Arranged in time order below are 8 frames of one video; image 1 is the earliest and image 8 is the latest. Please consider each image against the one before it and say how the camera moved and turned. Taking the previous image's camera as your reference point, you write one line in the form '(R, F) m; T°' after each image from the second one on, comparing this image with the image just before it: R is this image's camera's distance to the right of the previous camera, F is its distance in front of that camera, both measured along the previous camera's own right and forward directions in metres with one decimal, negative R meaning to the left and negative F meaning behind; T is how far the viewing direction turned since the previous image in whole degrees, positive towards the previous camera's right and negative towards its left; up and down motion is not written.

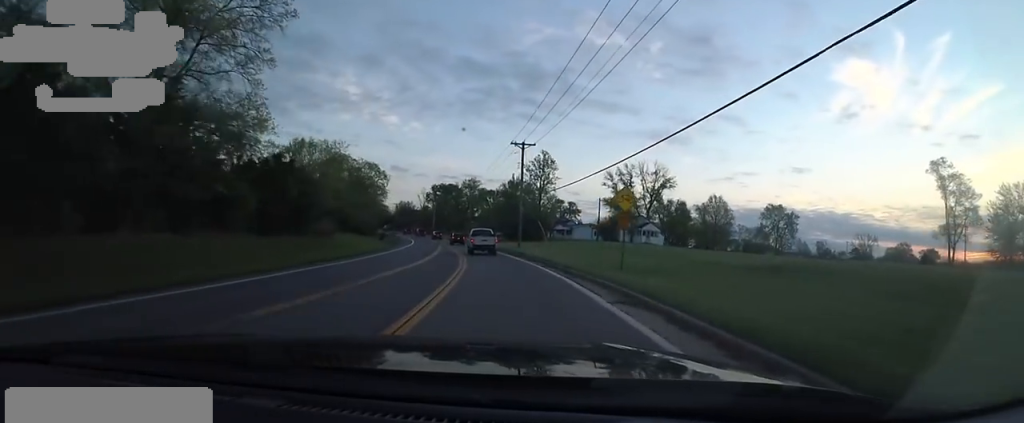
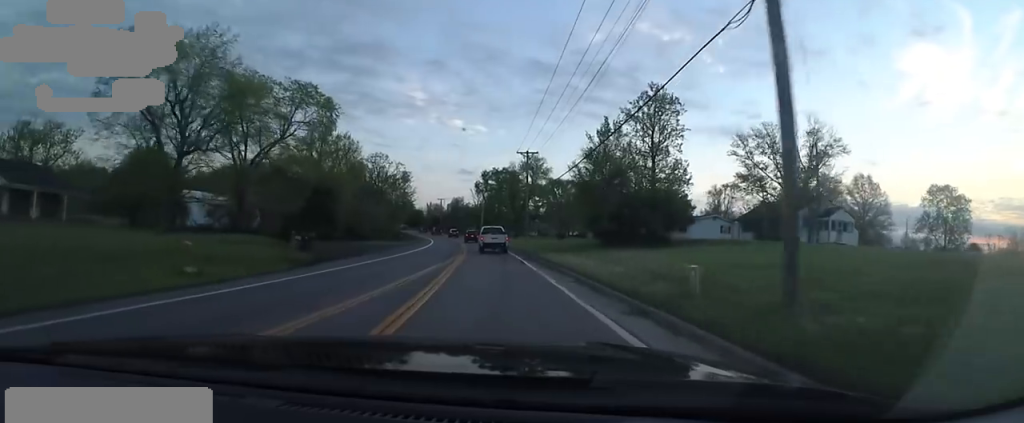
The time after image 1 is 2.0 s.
(-1.9, +37.9) m; -6°
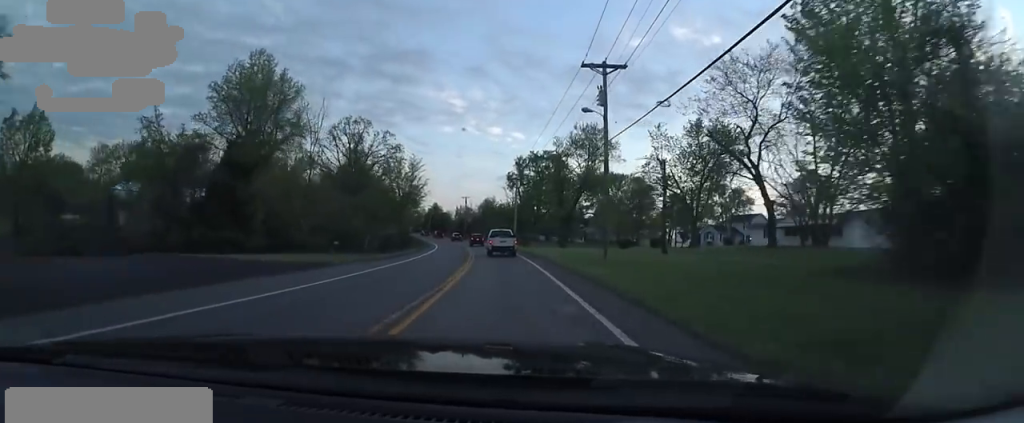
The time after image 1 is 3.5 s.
(-1.6, +27.8) m; -5°
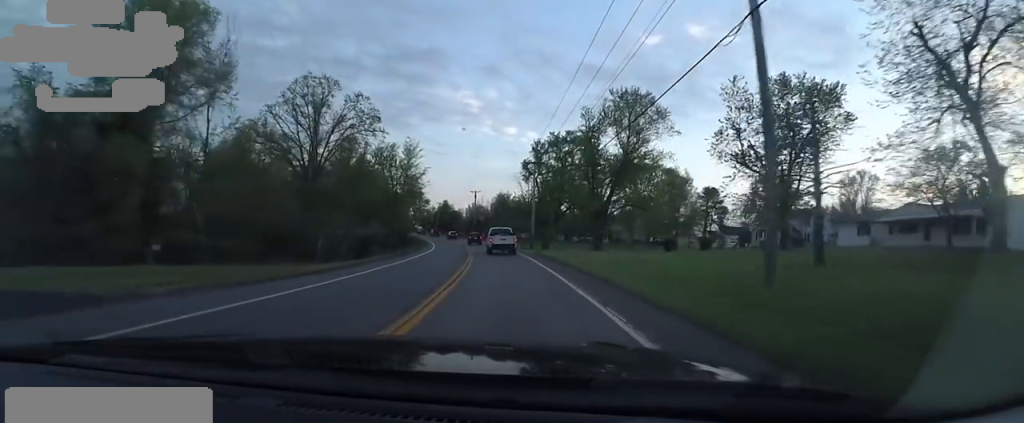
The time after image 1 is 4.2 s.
(0.0, +14.2) m; 0°
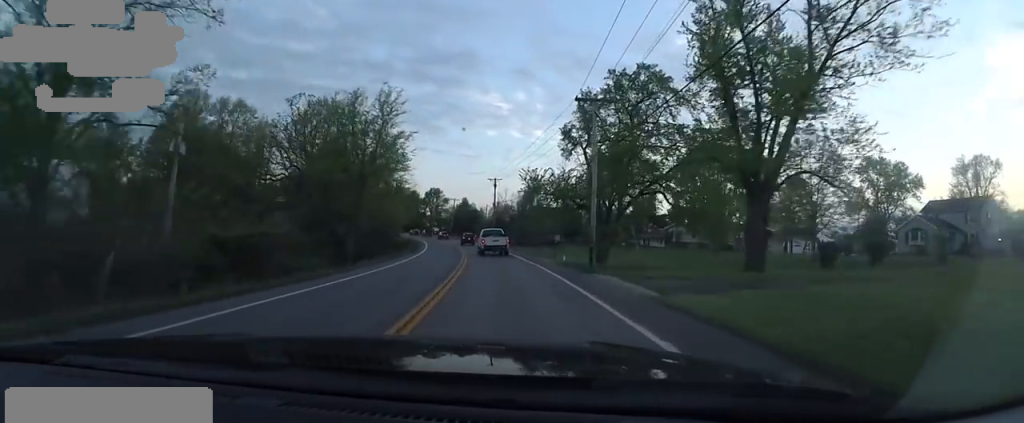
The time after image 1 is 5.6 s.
(-0.6, +26.7) m; -5°
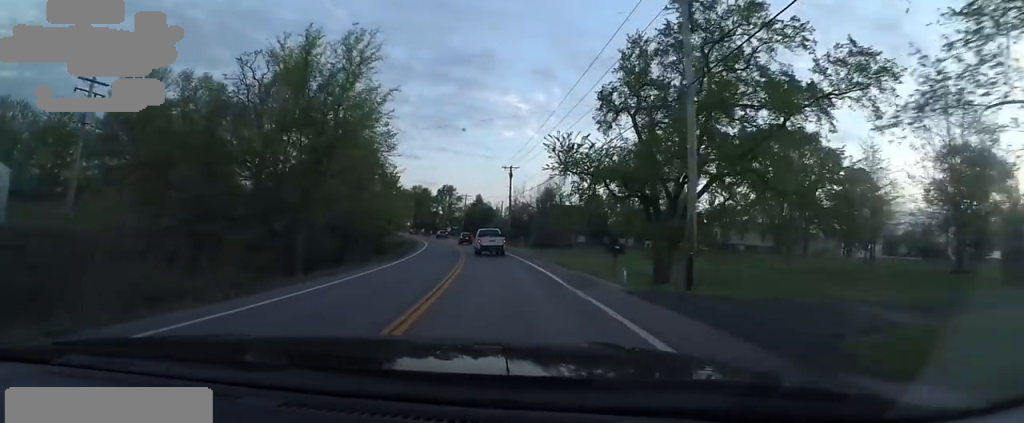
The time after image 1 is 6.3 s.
(-0.1, +14.0) m; -4°
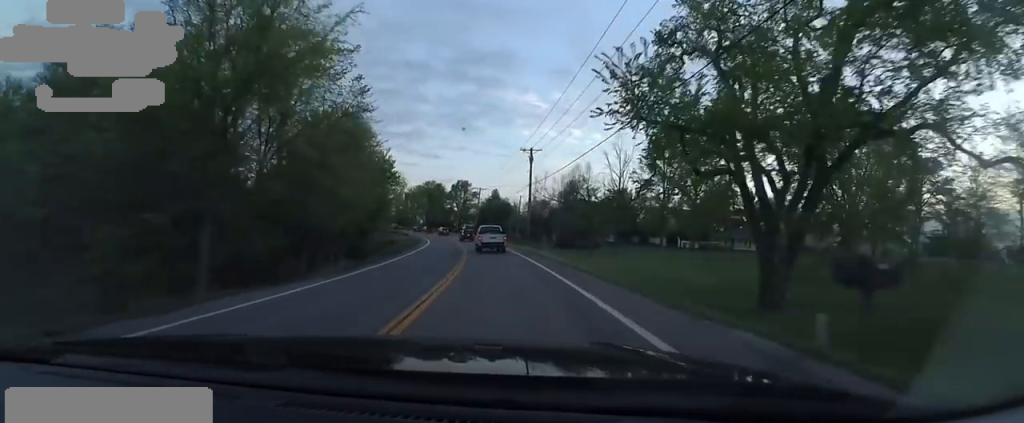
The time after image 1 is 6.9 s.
(-0.8, +11.9) m; -1°
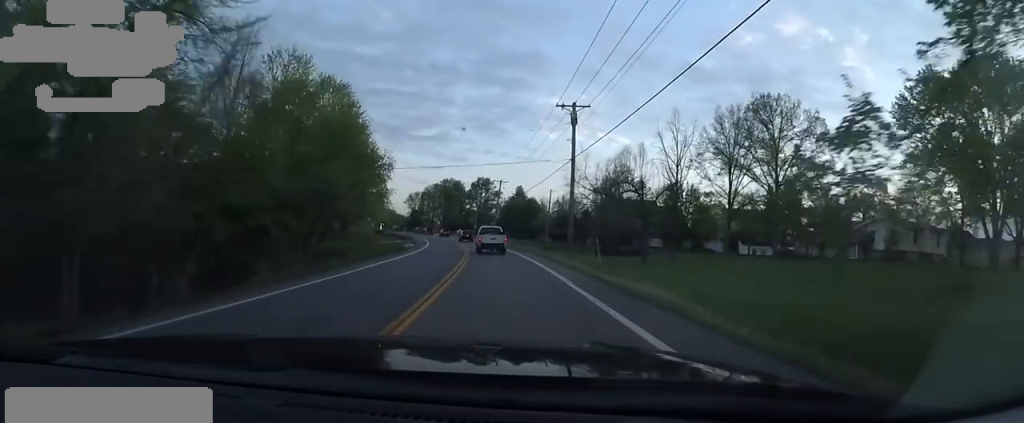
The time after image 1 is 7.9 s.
(-0.1, +18.4) m; -1°
